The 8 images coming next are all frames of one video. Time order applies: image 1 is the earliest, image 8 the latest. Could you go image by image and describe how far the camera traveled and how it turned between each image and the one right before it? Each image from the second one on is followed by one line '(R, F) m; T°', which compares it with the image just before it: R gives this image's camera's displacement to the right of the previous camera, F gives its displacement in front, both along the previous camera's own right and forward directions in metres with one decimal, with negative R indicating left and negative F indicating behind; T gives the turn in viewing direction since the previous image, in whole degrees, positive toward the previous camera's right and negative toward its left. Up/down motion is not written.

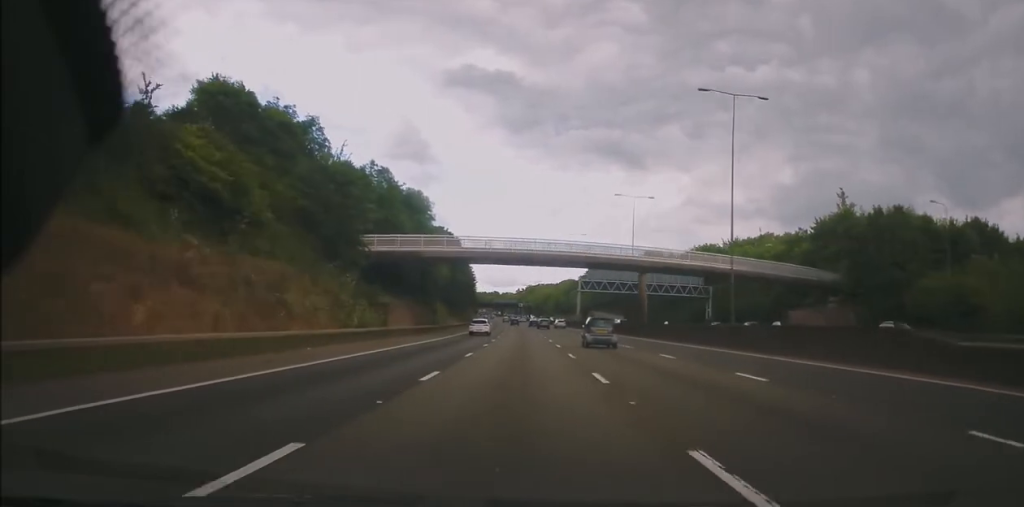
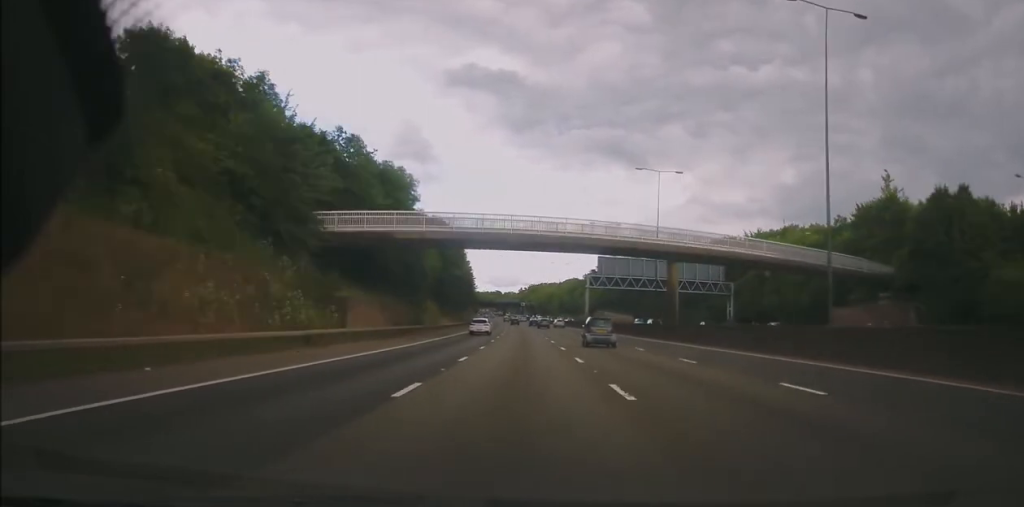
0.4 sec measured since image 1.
(-0.1, +11.6) m; 0°
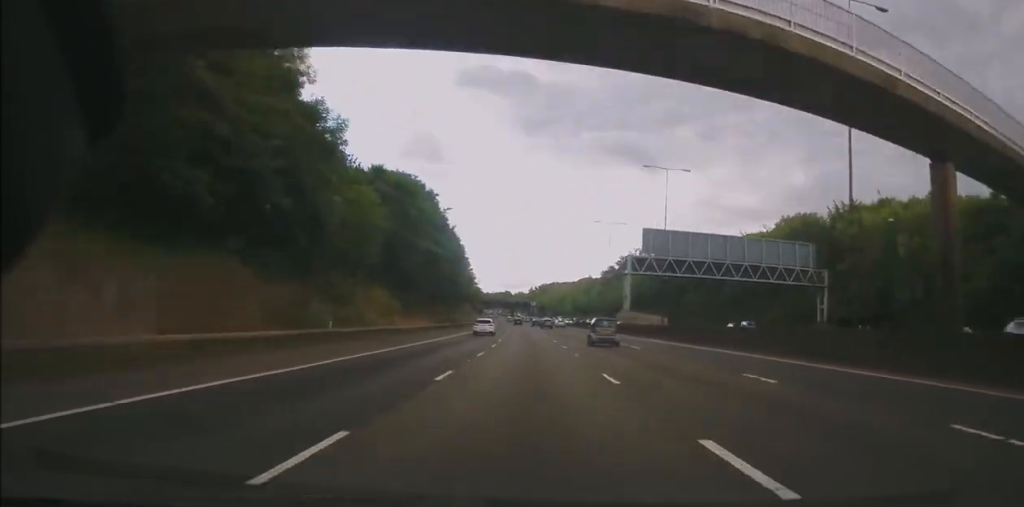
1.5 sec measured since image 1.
(-0.1, +33.0) m; 0°
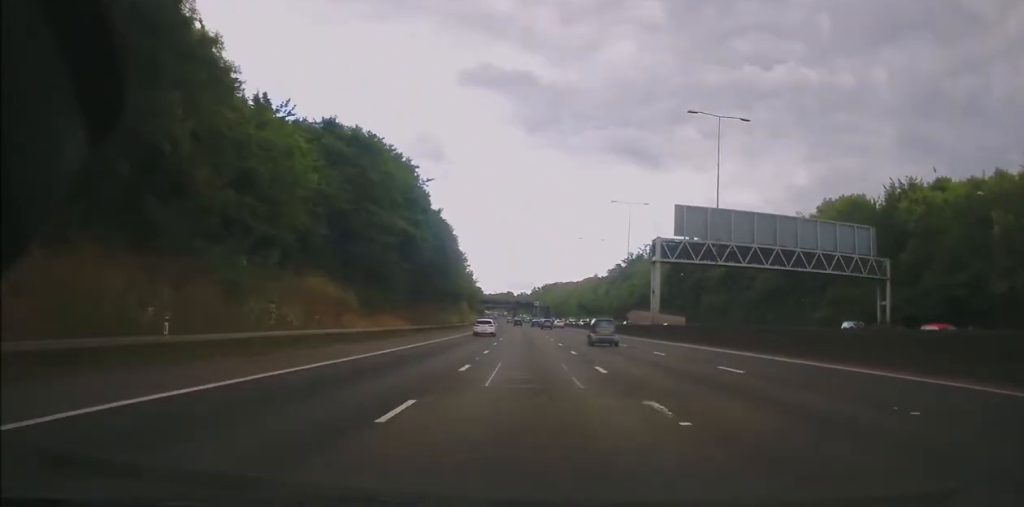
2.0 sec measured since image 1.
(+0.1, +14.7) m; 0°
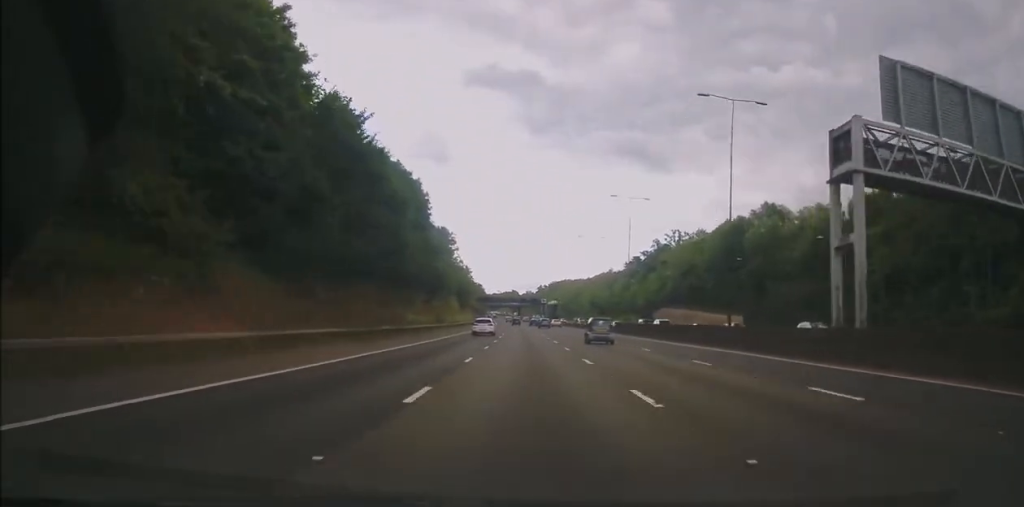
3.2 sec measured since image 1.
(-0.2, +34.4) m; -1°
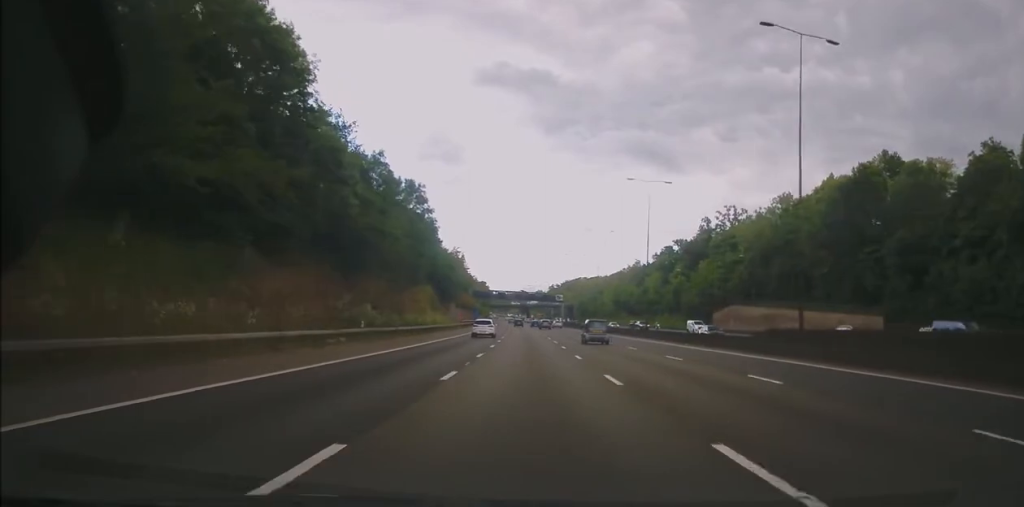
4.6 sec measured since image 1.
(-0.7, +41.1) m; -1°
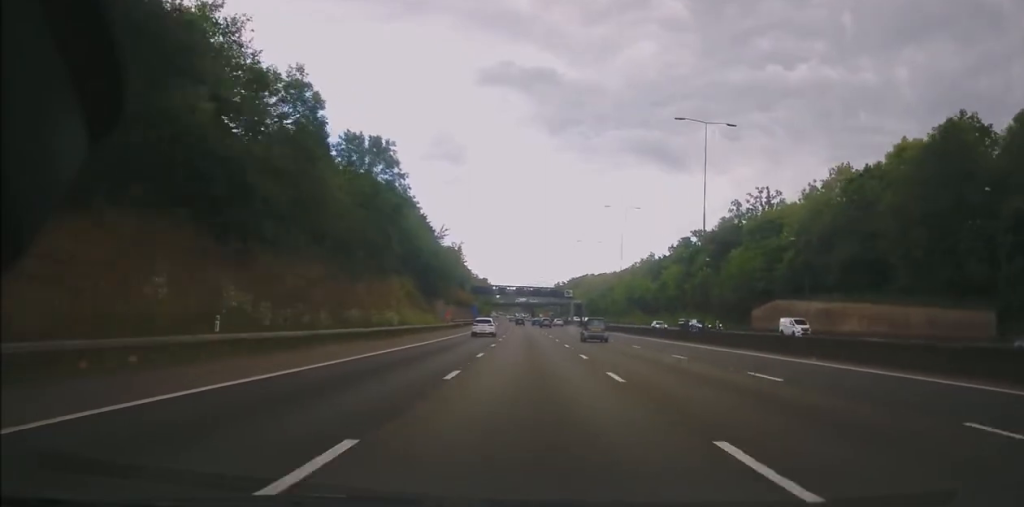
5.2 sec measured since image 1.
(0.0, +17.6) m; 0°
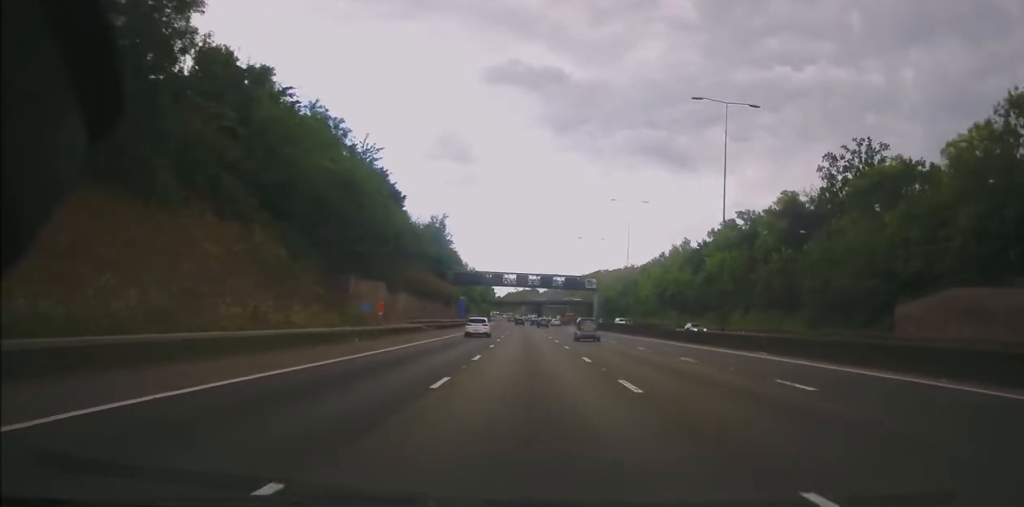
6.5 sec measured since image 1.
(0.0, +37.4) m; 0°
